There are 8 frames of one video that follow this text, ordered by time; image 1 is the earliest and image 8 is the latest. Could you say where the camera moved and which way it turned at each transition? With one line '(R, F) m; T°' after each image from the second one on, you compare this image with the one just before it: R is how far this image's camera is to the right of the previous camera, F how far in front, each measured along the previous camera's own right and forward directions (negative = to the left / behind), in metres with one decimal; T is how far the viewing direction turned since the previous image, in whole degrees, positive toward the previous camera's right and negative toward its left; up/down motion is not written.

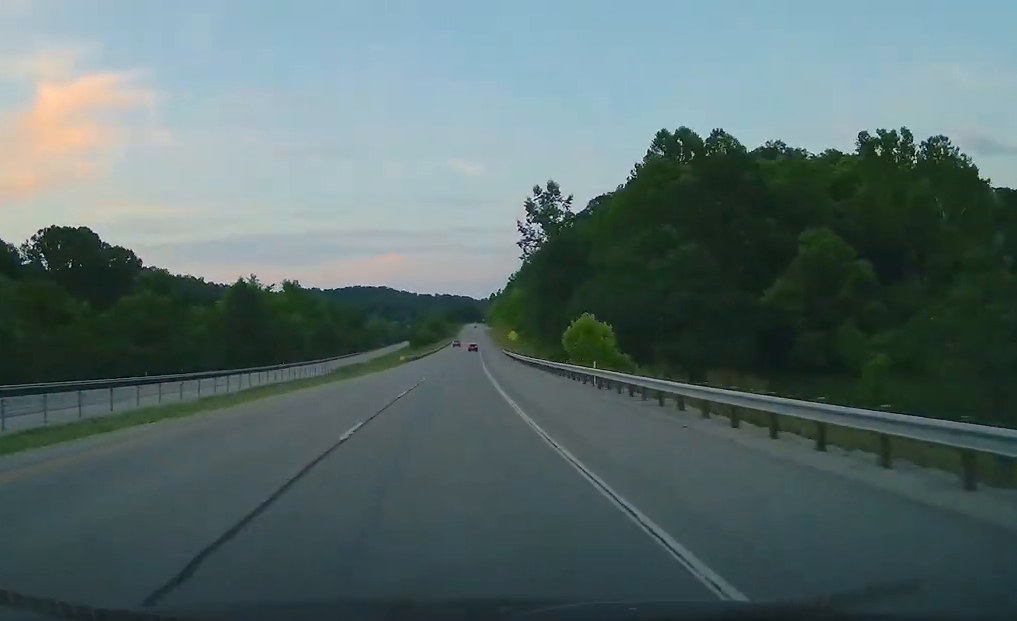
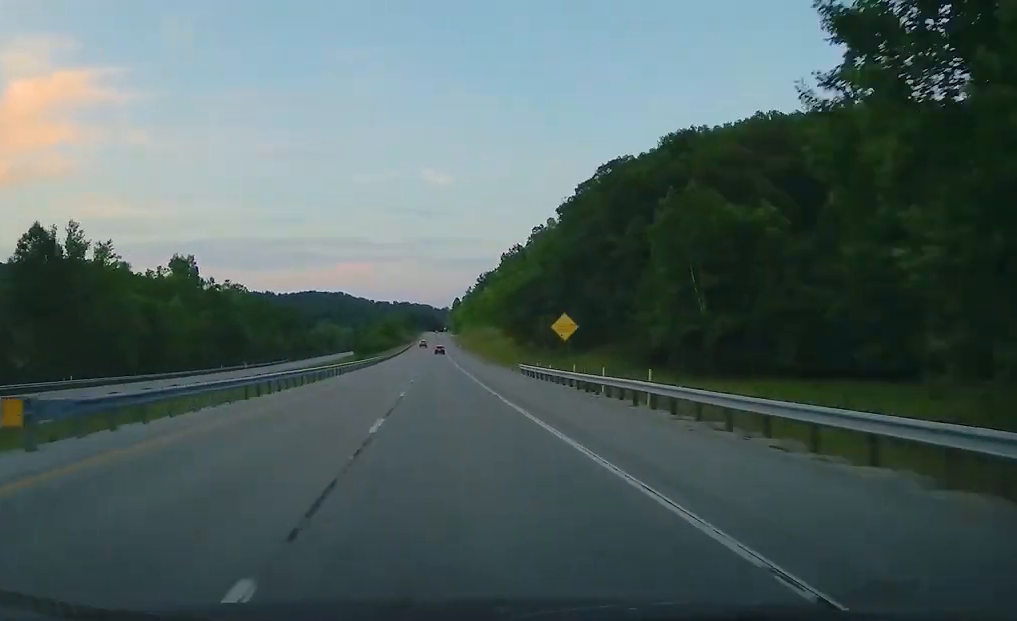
(+4.4, +73.8) m; +4°
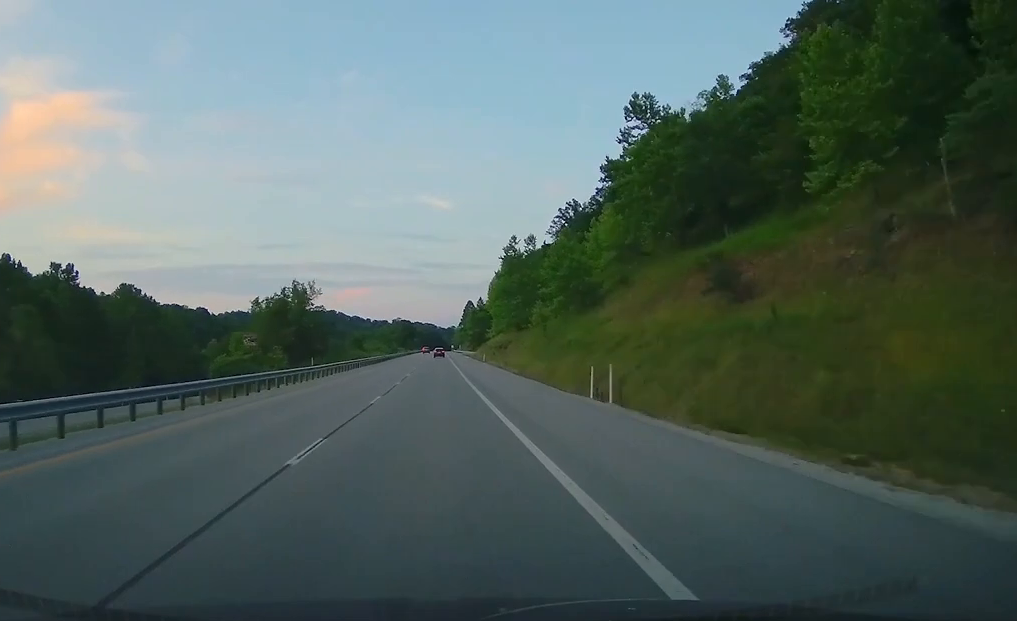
(+1.0, +164.0) m; +1°
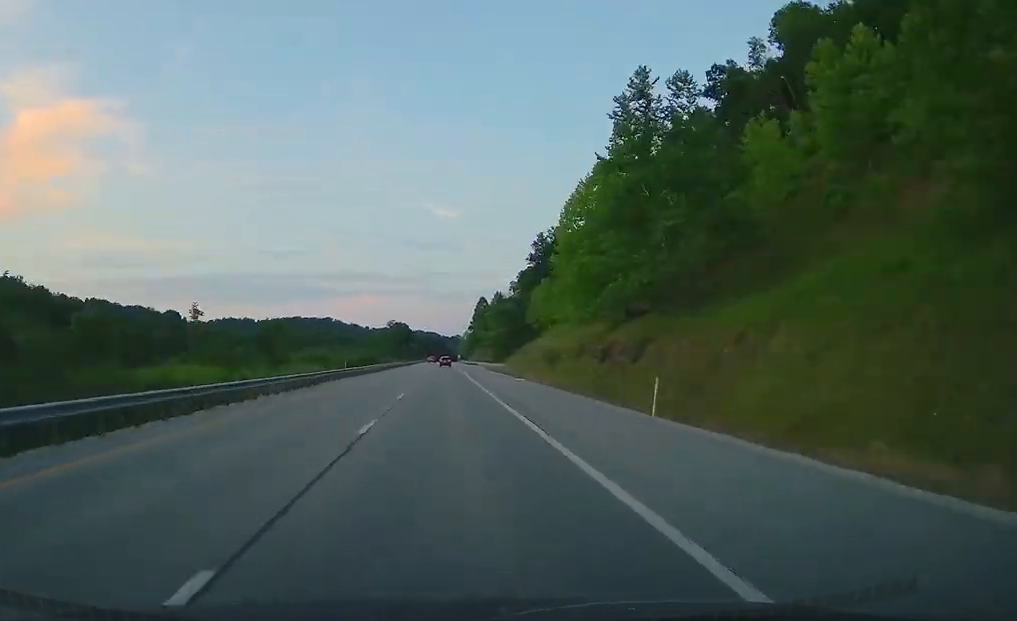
(+0.1, +80.3) m; +1°
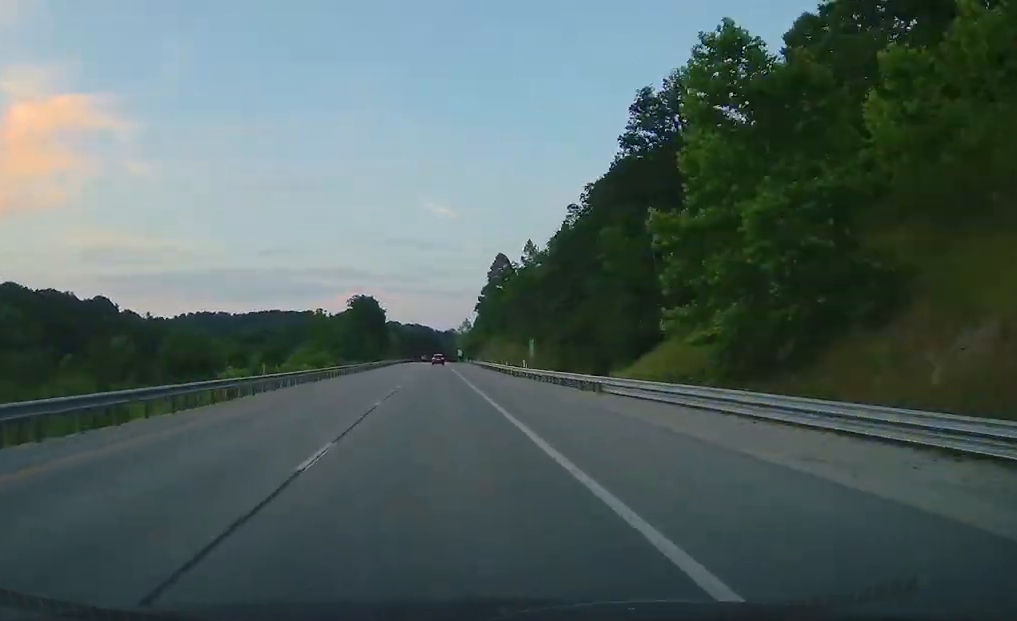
(+1.2, +113.0) m; +1°
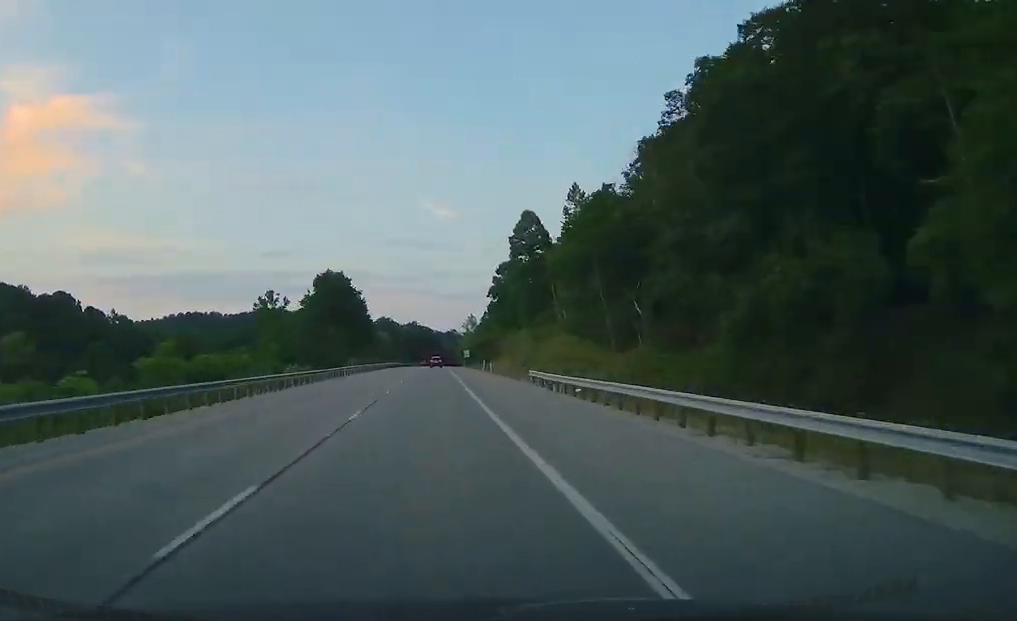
(+0.6, +53.2) m; 0°
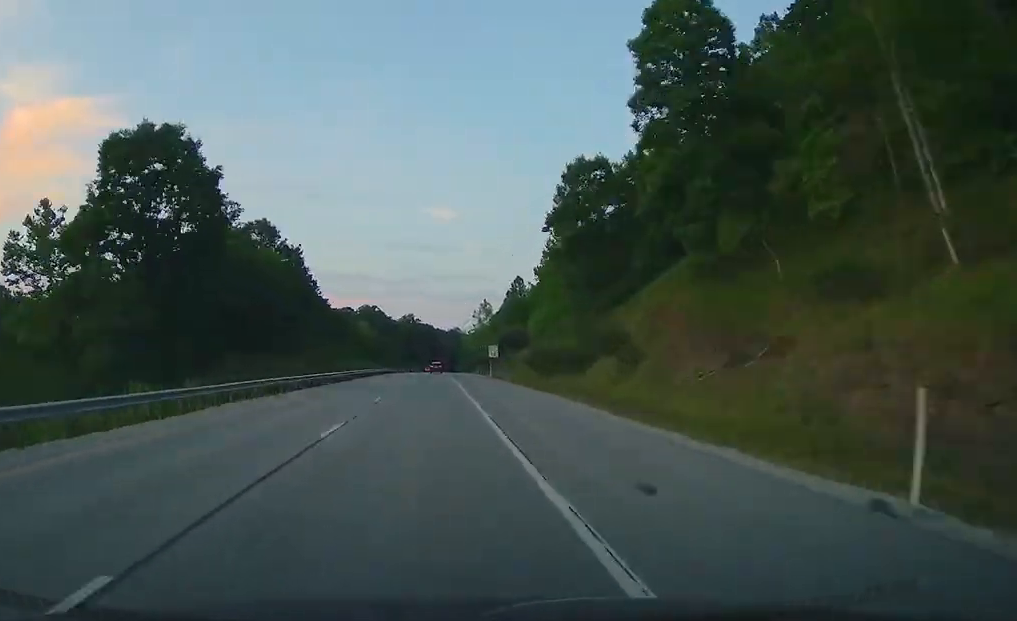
(-0.5, +74.8) m; 0°
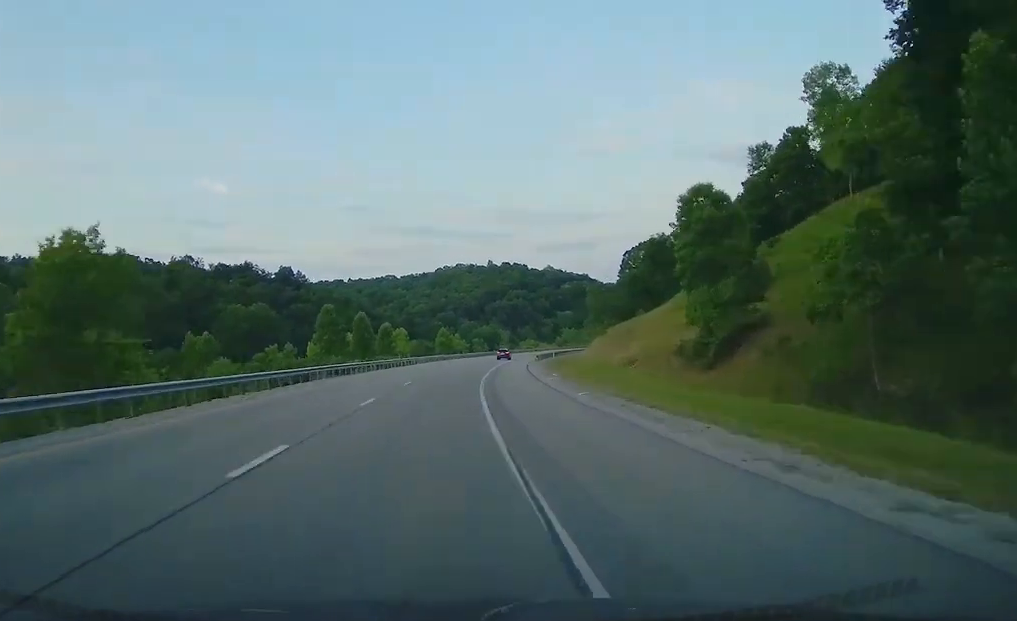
(+44.8, +398.3) m; +22°
